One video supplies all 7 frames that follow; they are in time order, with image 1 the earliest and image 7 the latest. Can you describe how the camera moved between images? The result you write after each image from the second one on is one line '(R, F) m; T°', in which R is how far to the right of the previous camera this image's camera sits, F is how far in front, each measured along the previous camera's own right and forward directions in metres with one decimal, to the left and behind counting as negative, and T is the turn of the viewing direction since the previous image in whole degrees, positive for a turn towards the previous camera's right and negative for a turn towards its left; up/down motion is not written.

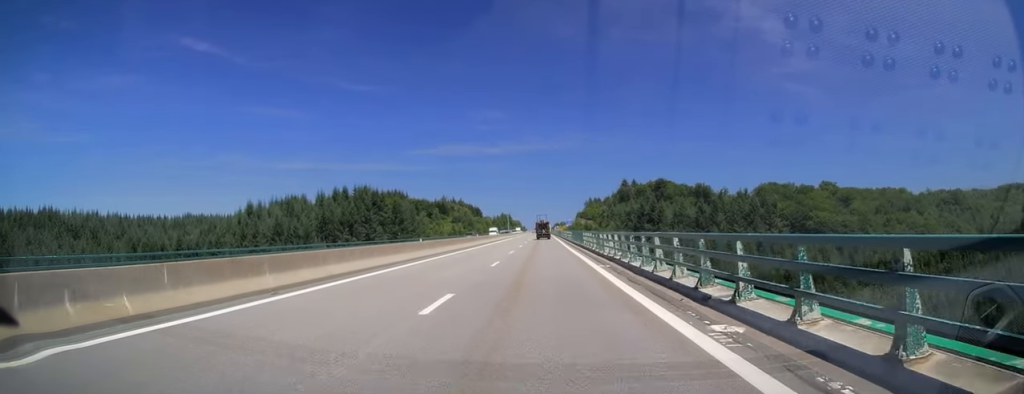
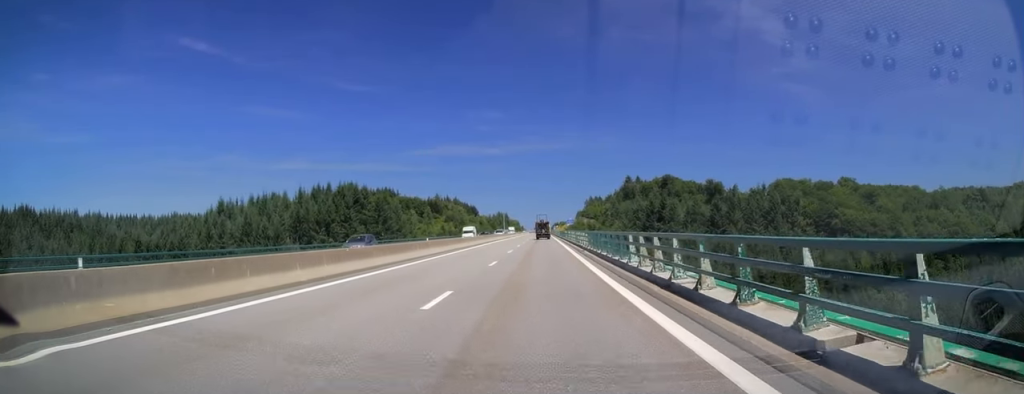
(-0.1, +25.5) m; 0°
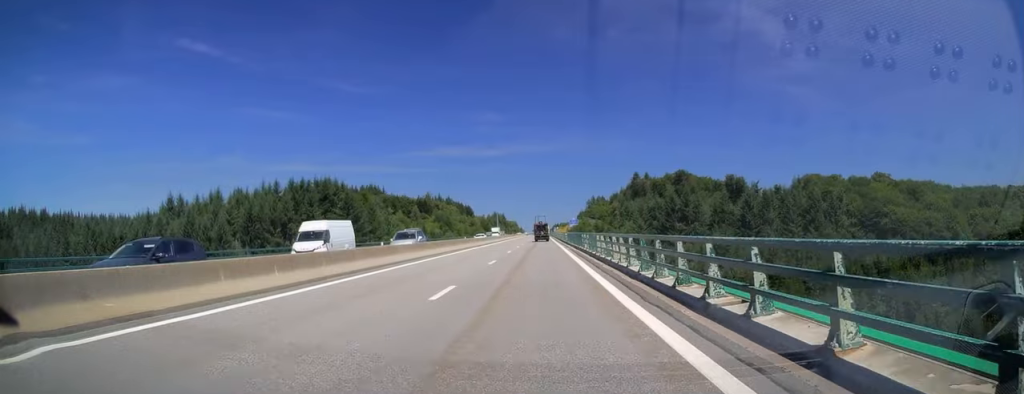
(+0.3, +37.6) m; 0°
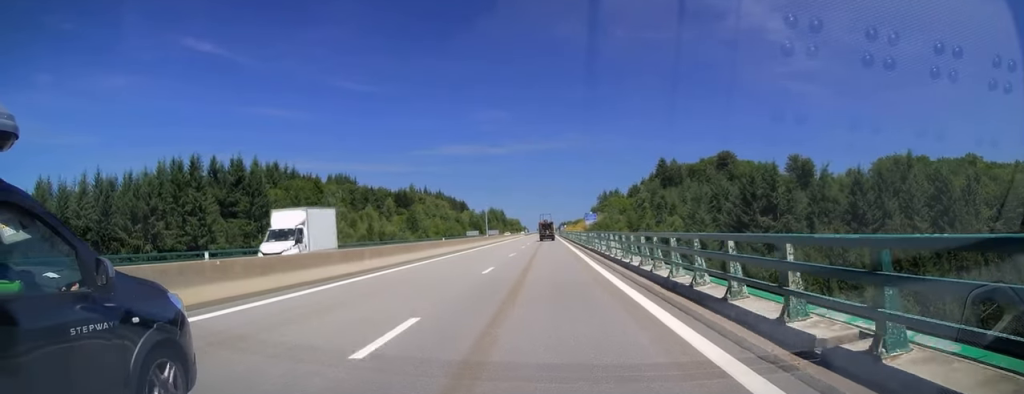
(-0.8, +70.9) m; -1°
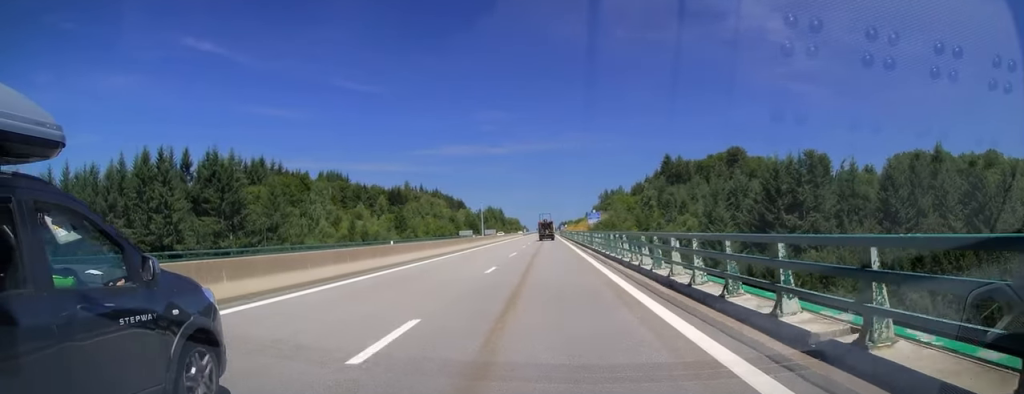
(+0.2, +13.2) m; 0°
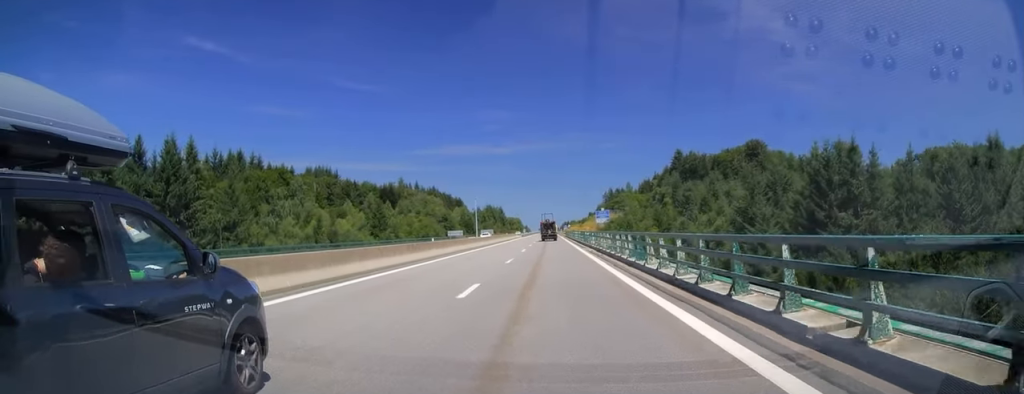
(+0.2, +20.1) m; 0°
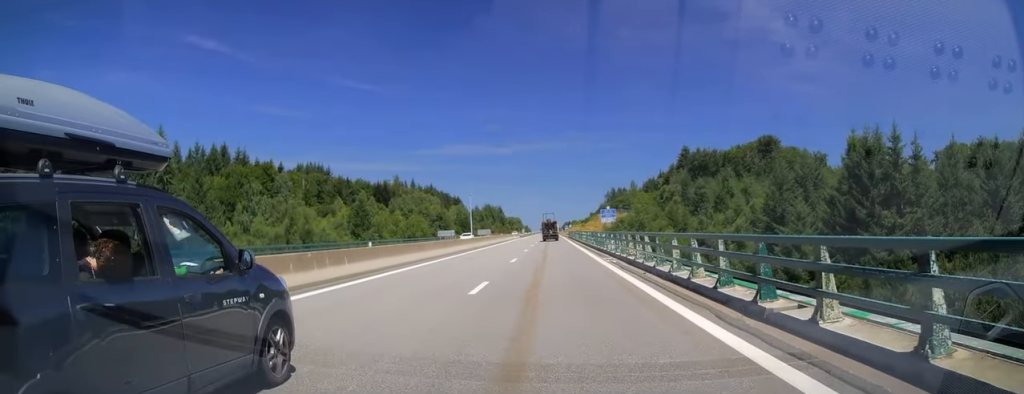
(-0.2, +12.3) m; 0°
